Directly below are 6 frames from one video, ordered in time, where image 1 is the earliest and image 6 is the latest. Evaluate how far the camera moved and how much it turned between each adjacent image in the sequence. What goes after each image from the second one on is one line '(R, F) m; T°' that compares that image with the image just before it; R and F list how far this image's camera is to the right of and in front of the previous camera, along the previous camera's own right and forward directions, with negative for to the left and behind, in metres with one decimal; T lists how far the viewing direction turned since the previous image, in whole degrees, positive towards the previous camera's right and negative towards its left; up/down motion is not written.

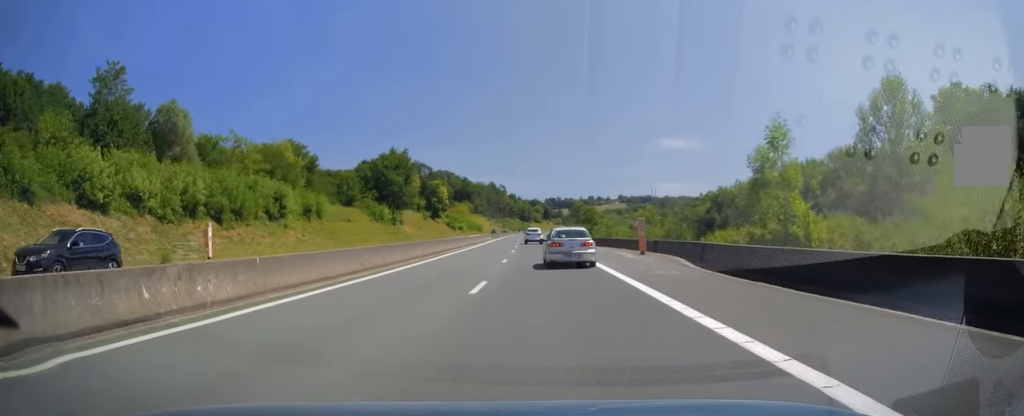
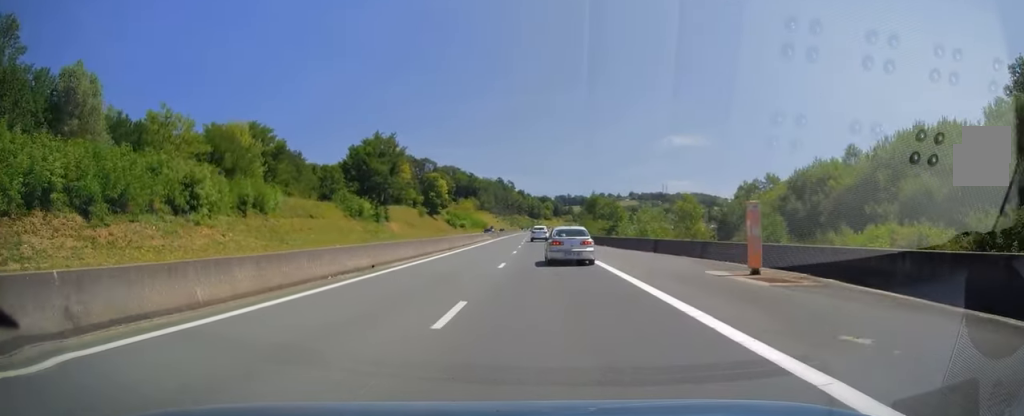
(-0.1, +17.8) m; -1°
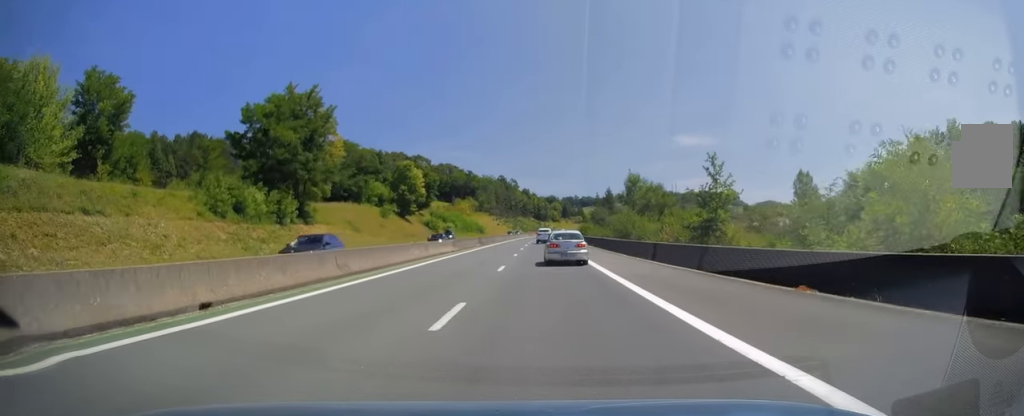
(-0.1, +38.7) m; -1°
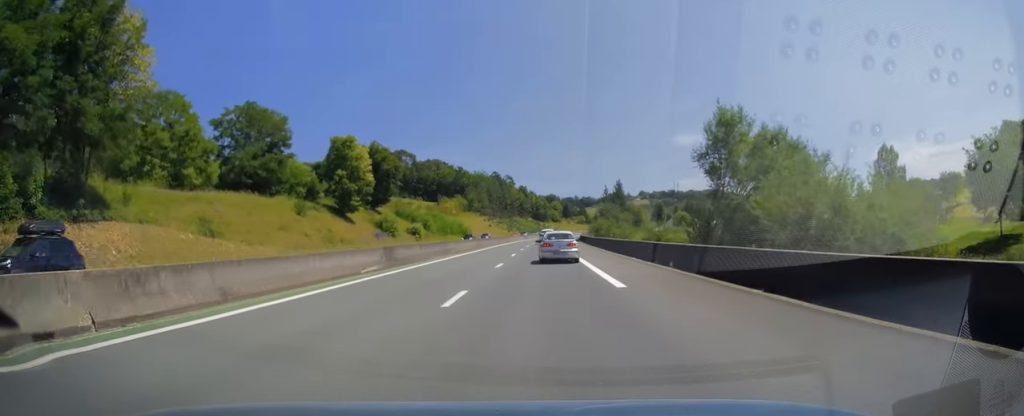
(-0.4, +36.0) m; -1°
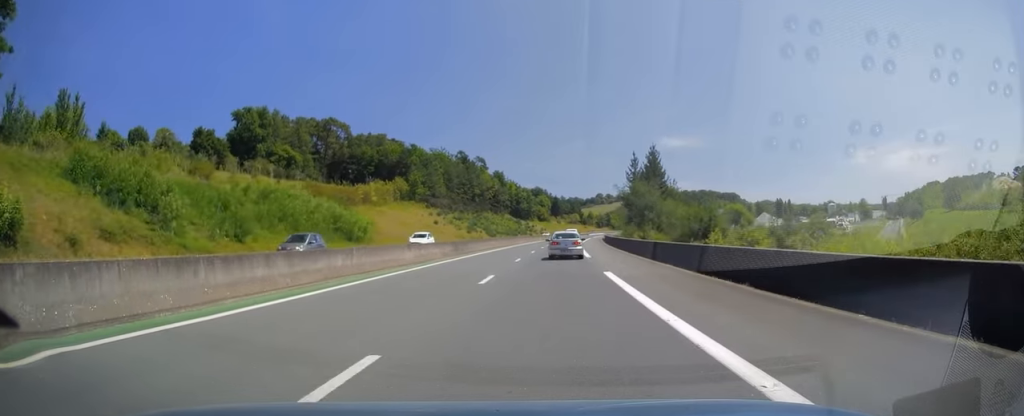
(+1.7, +85.3) m; +2°
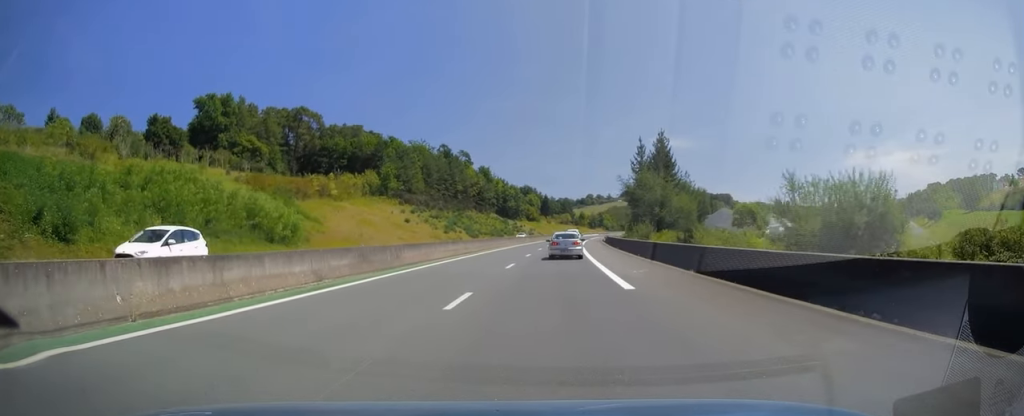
(0.0, +18.6) m; +1°
